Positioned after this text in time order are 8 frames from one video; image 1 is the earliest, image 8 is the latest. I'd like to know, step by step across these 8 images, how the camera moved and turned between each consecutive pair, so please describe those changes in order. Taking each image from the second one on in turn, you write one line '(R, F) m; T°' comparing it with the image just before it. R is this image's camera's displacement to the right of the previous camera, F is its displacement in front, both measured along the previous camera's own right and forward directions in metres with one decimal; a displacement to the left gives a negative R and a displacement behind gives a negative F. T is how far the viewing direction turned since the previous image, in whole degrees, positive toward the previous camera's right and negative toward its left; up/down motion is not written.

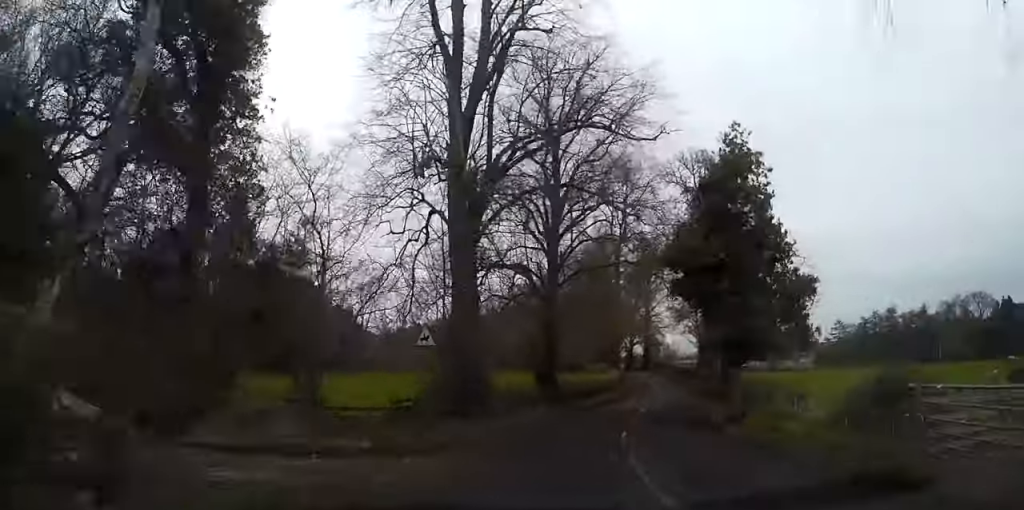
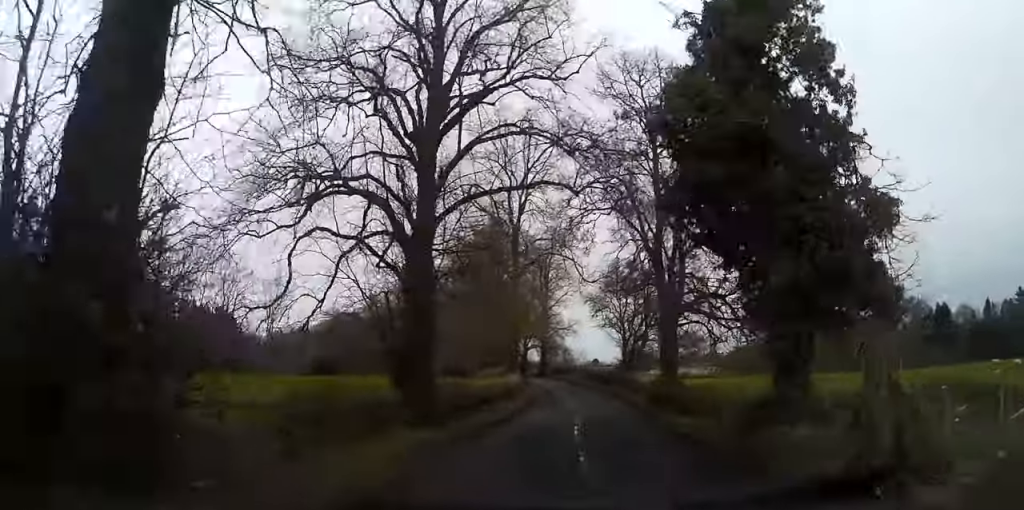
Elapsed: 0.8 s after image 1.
(+1.2, +14.9) m; +8°
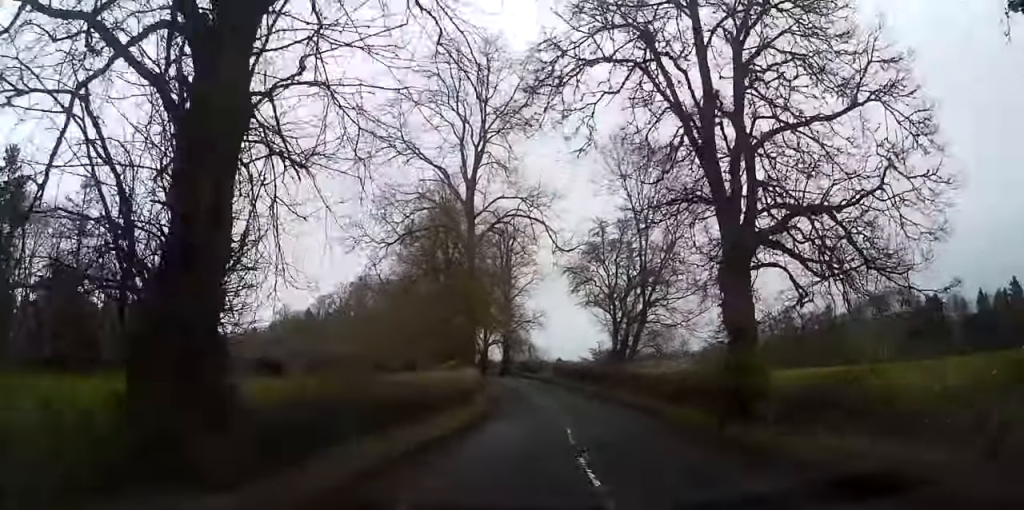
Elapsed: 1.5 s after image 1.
(+0.7, +12.8) m; +3°
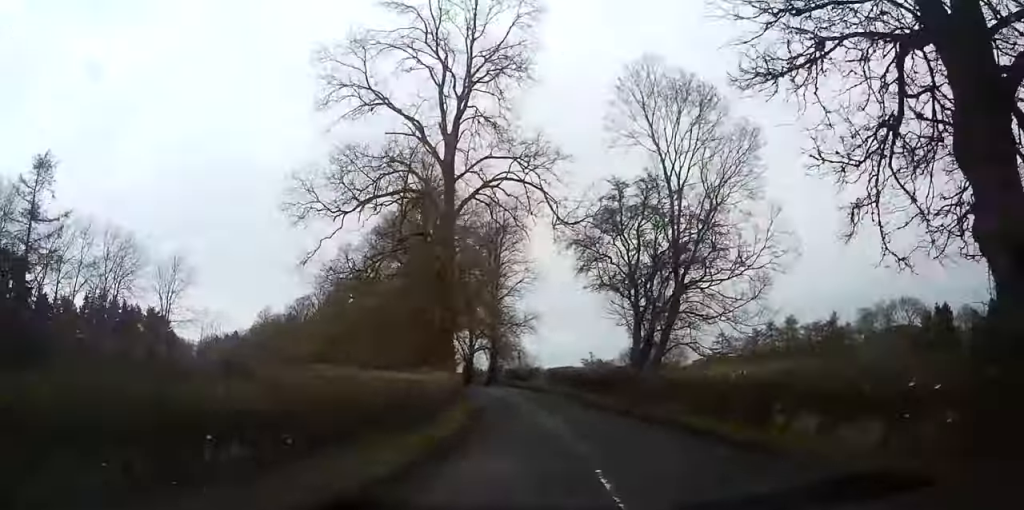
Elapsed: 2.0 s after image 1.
(+0.2, +9.7) m; +1°
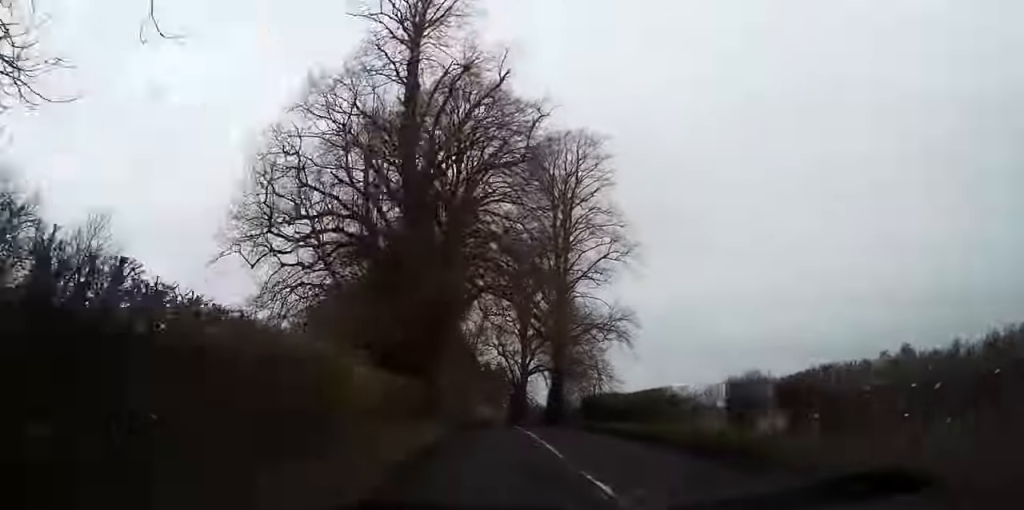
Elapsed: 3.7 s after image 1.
(-0.4, +34.4) m; -3°
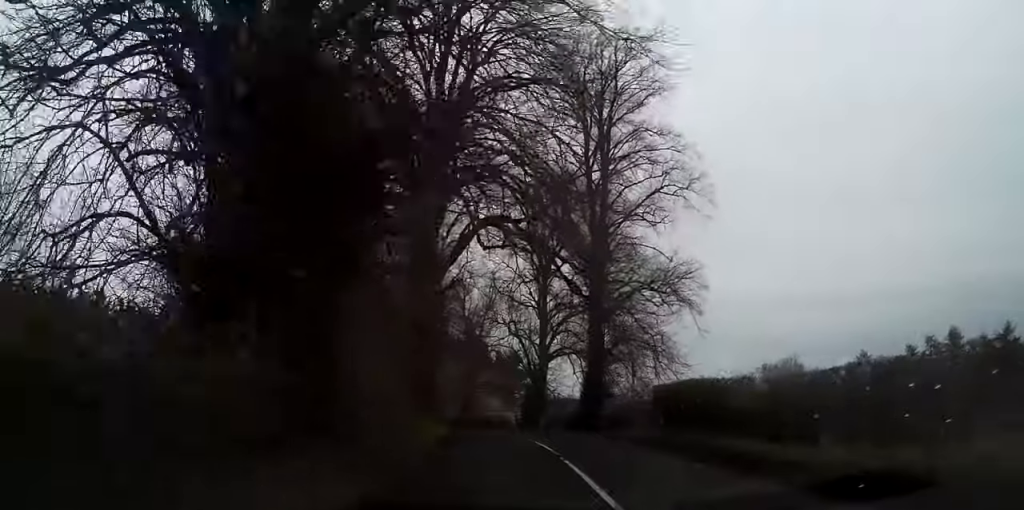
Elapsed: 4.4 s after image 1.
(-0.2, +15.8) m; -2°
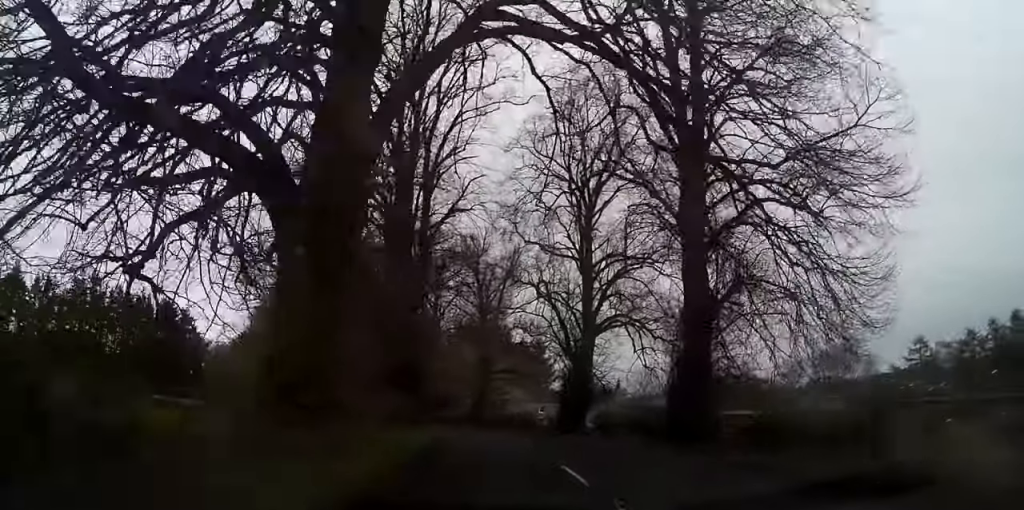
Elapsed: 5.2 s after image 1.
(-0.2, +16.5) m; -2°
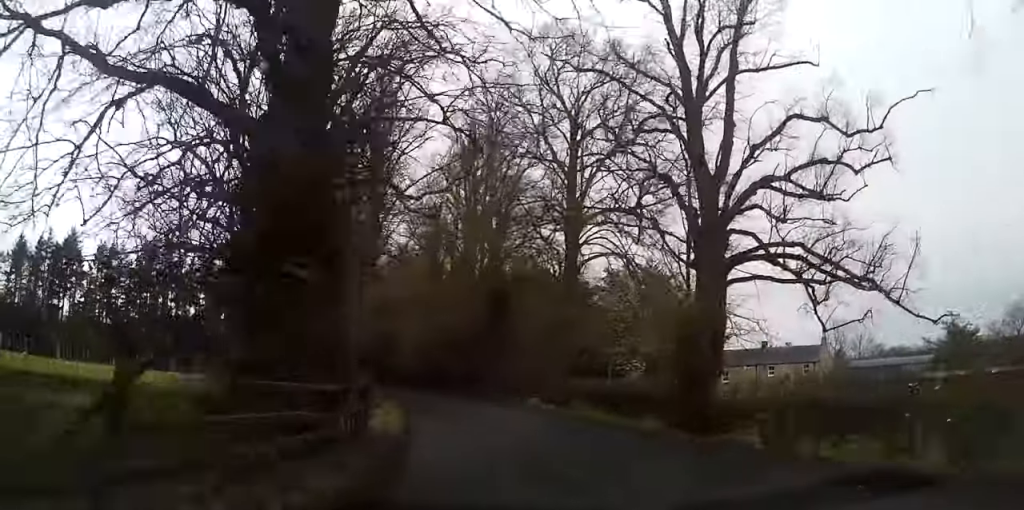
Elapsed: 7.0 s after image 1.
(-2.3, +36.2) m; -10°
